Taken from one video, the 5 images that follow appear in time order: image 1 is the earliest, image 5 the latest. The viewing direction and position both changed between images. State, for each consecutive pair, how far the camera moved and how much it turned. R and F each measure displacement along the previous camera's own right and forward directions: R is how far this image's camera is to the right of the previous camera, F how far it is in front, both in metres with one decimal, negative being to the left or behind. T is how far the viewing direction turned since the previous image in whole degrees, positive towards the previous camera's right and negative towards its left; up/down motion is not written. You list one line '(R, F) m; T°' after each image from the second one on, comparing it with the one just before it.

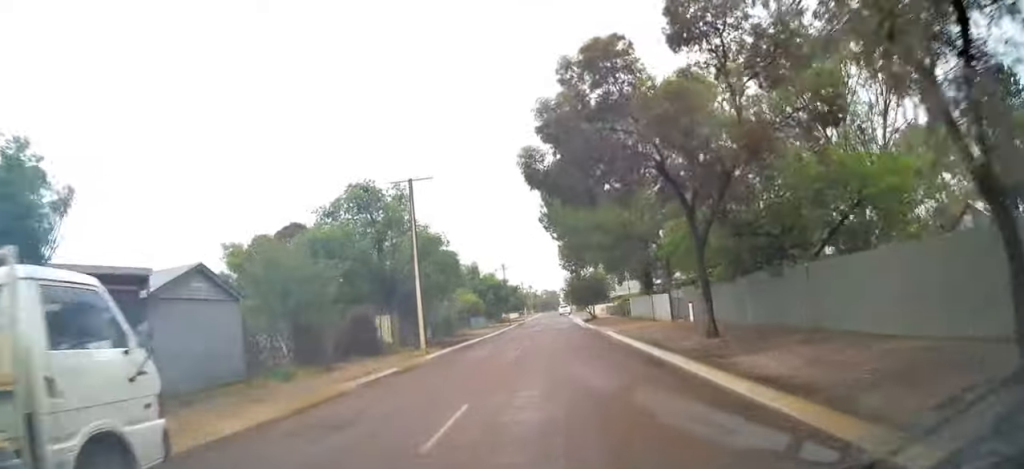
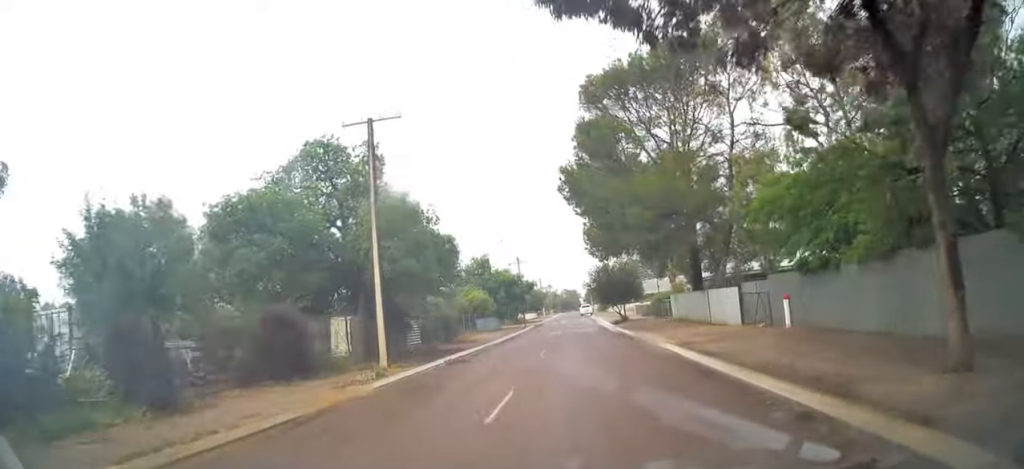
(-0.2, +9.6) m; -1°
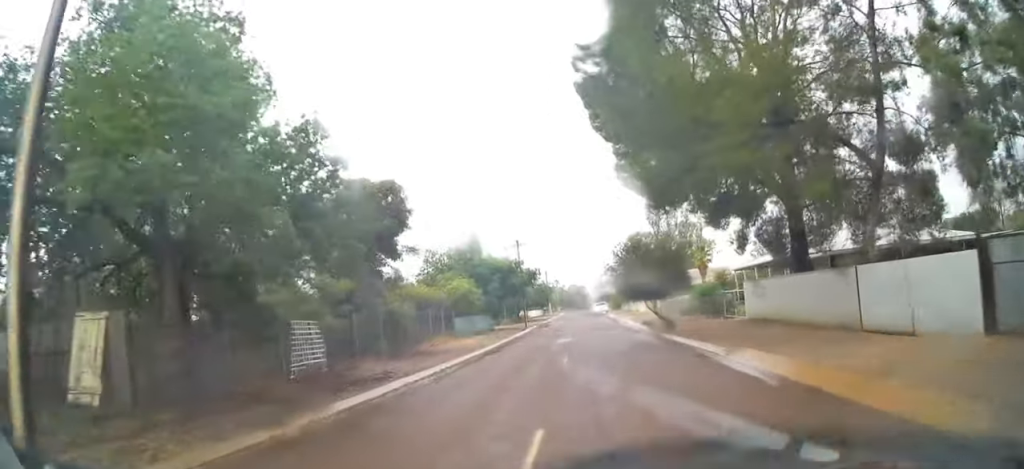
(-0.1, +14.0) m; -1°
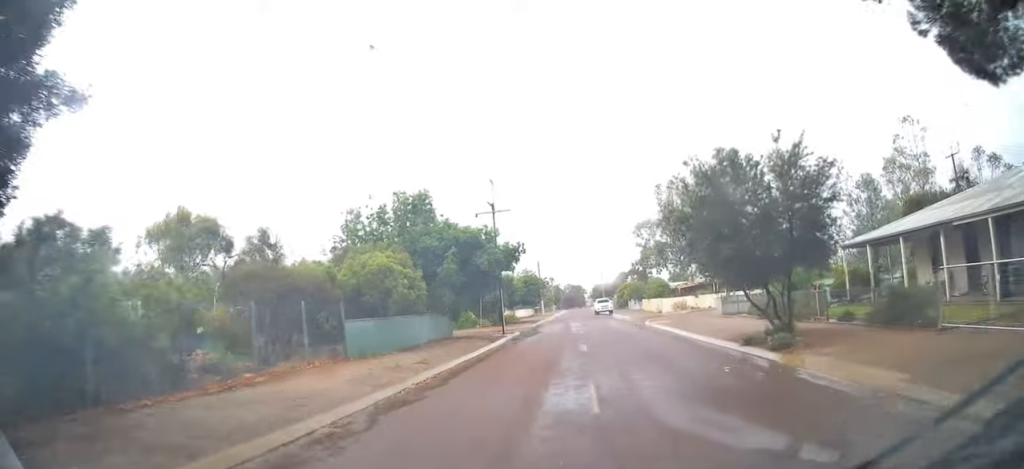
(-0.3, +17.3) m; -1°
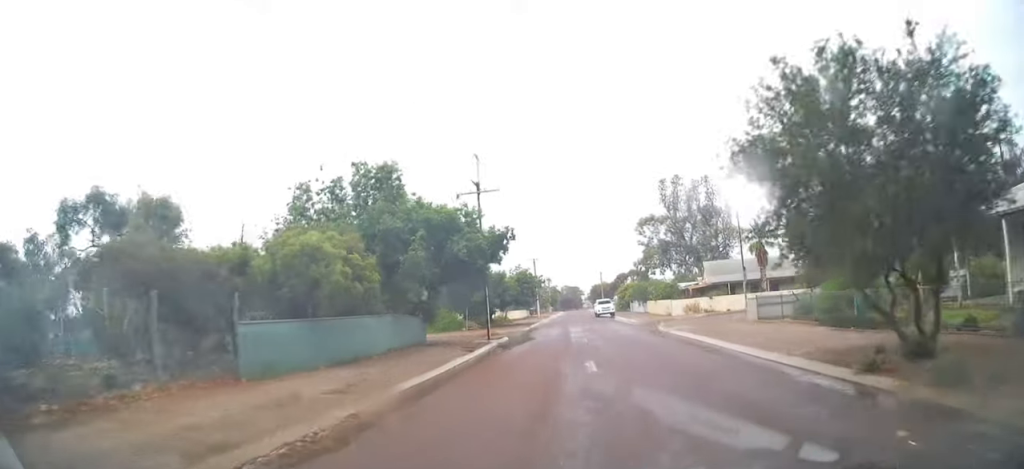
(+0.1, +6.1) m; +1°
